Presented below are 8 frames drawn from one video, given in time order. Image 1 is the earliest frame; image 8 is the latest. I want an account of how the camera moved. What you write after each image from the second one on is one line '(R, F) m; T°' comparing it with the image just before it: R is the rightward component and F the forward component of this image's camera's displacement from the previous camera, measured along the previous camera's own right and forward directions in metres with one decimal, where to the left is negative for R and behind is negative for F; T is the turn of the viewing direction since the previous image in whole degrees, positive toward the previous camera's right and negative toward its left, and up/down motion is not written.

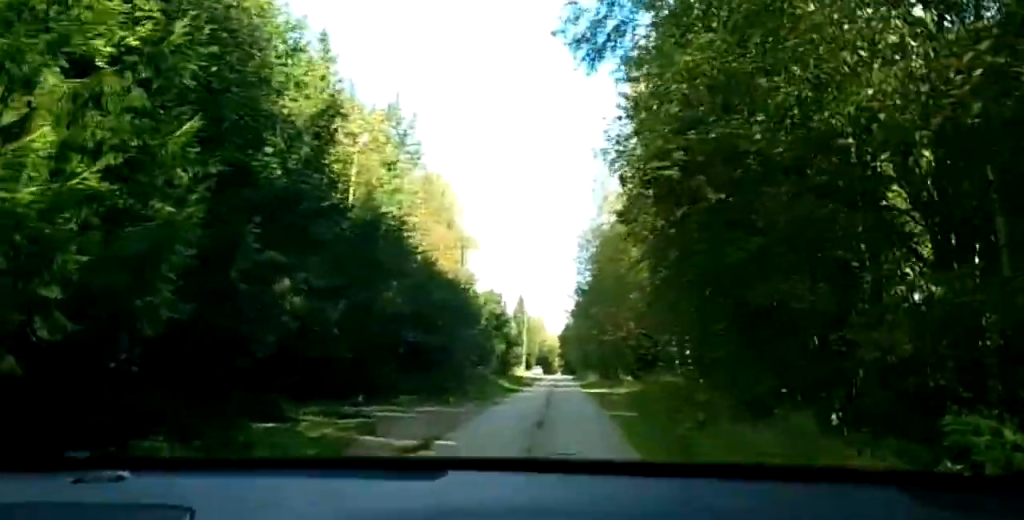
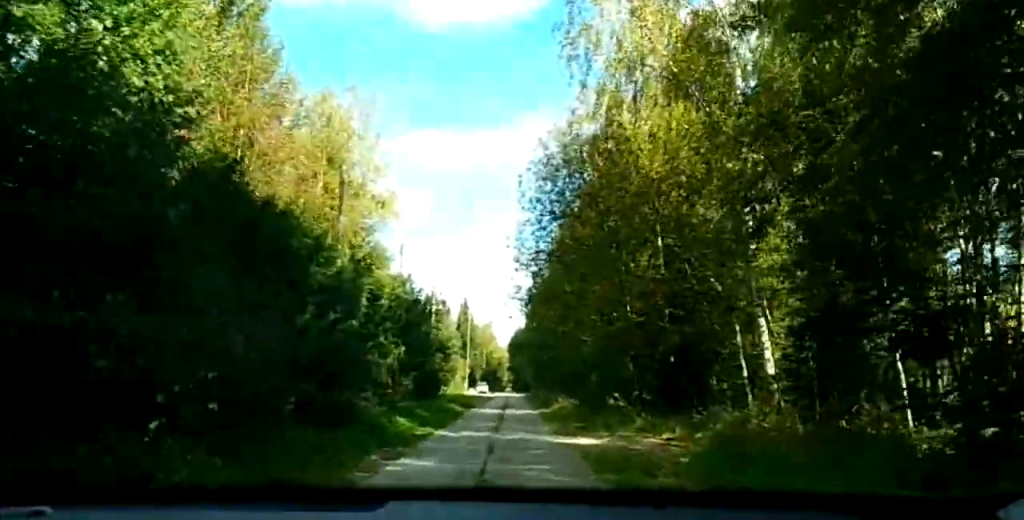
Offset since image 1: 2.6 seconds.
(0.0, +25.0) m; 0°
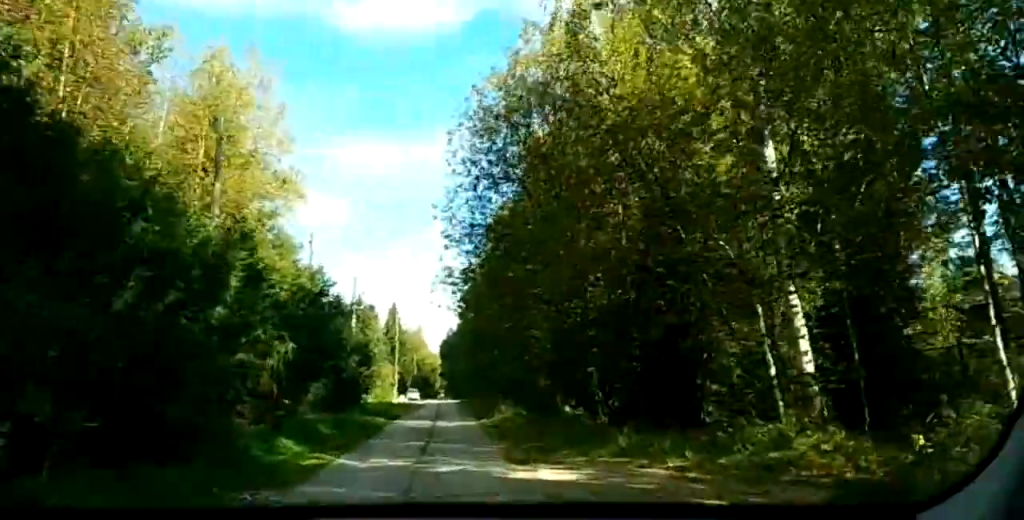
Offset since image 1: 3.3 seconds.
(0.0, +7.2) m; 0°
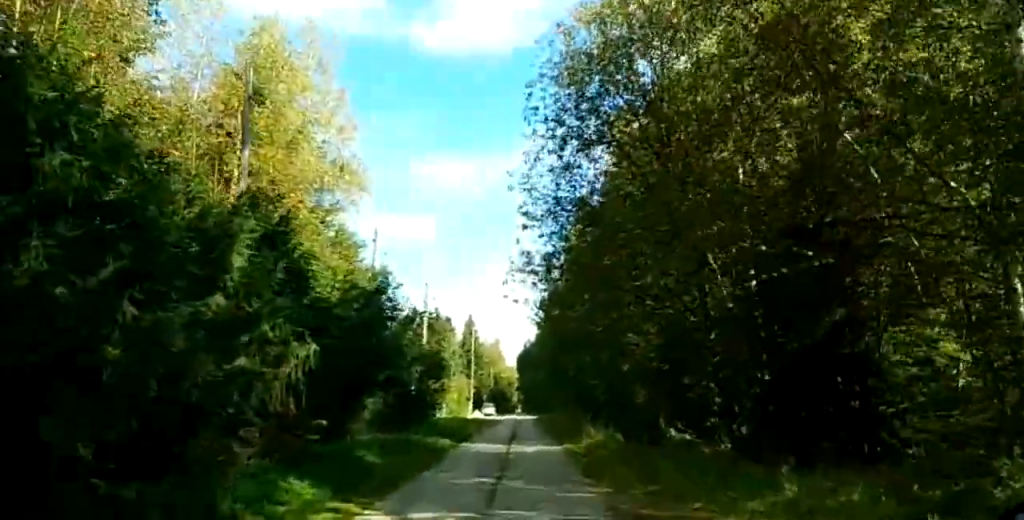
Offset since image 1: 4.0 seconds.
(0.0, +6.5) m; 0°
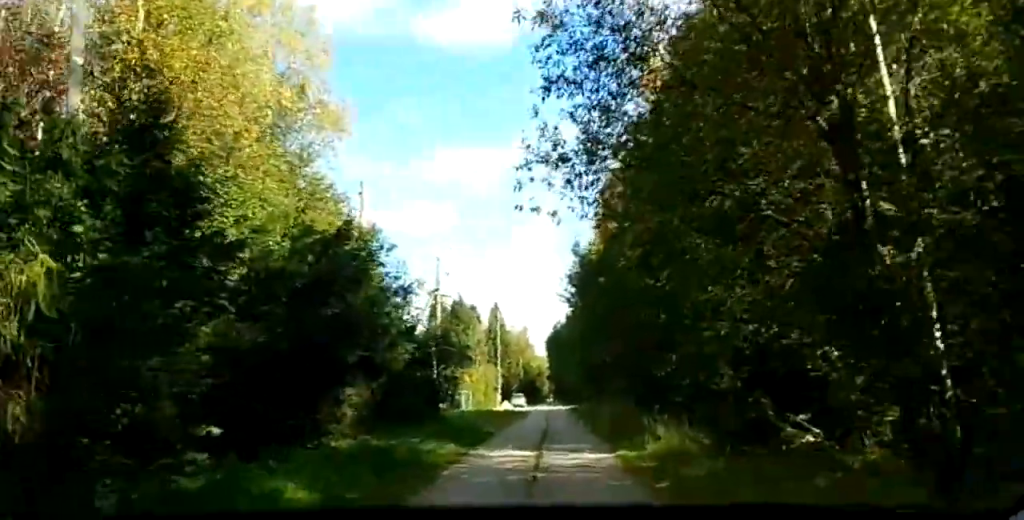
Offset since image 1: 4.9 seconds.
(0.0, +9.4) m; +1°
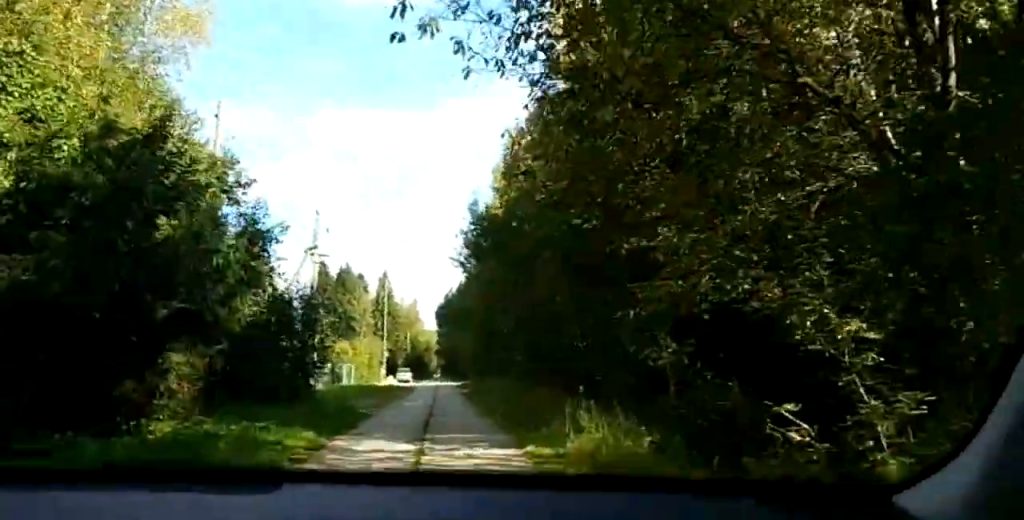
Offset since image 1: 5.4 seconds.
(-0.1, +5.3) m; +1°
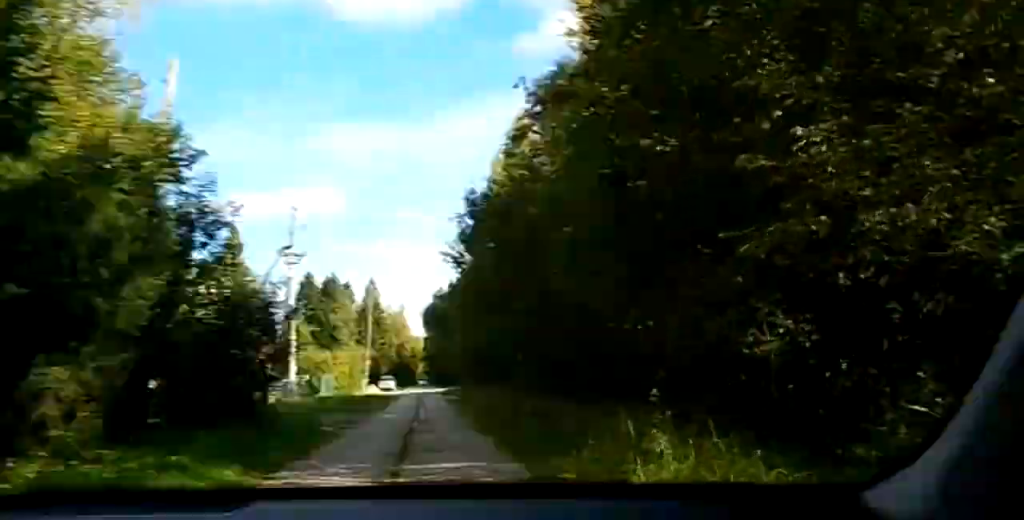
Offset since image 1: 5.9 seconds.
(+0.1, +5.3) m; +1°
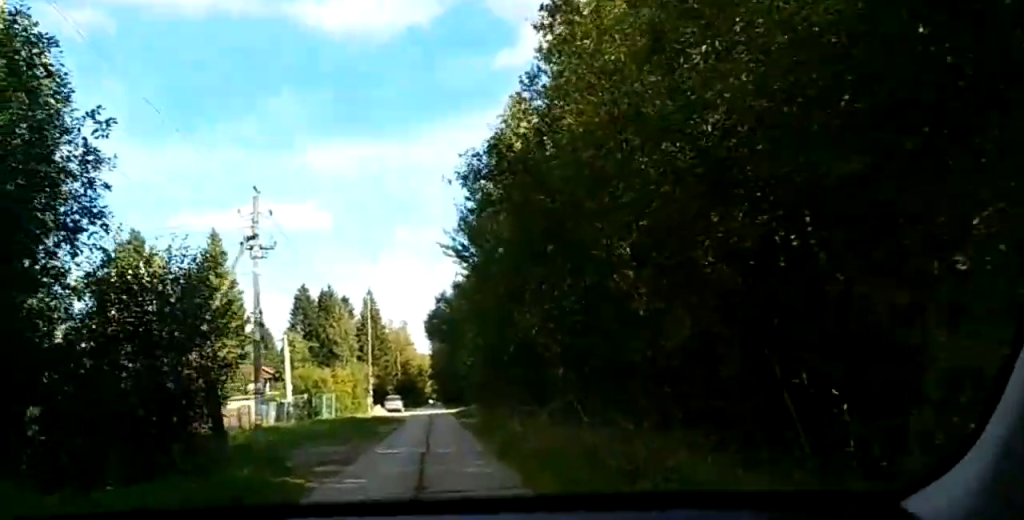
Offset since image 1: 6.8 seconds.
(+0.2, +8.9) m; +1°
